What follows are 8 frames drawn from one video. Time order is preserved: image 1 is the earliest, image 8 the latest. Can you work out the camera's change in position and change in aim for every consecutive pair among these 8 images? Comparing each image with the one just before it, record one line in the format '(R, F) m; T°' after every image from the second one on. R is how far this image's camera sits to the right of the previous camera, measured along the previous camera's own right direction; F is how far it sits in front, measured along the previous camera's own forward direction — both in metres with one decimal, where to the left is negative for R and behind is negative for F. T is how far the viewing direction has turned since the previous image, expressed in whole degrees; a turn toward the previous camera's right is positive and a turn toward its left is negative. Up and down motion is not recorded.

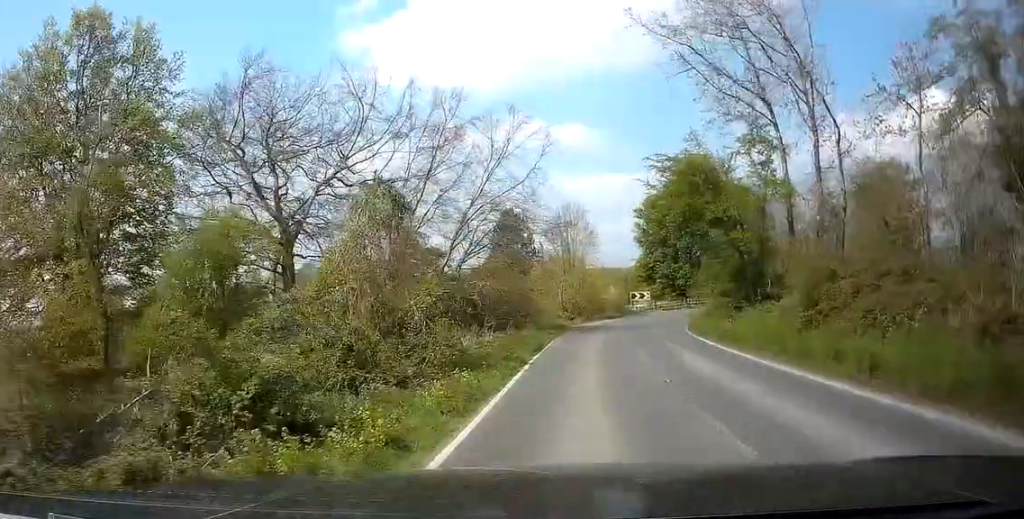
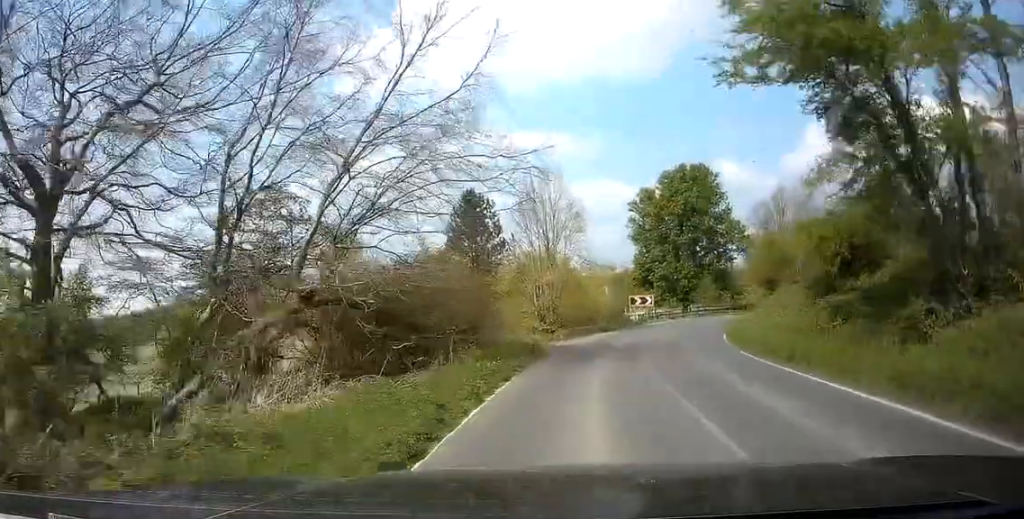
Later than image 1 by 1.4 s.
(+0.5, +14.4) m; +4°
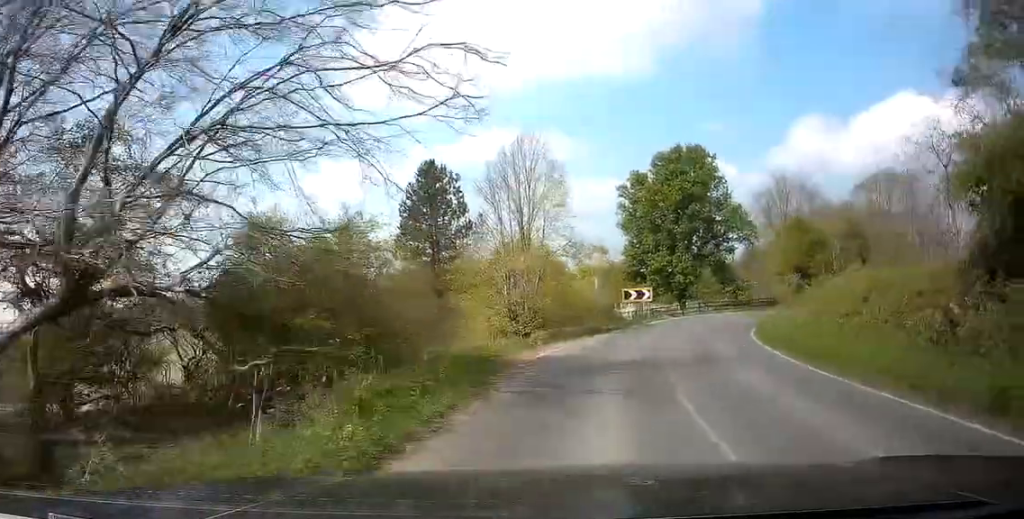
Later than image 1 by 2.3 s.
(+0.1, +8.6) m; +3°
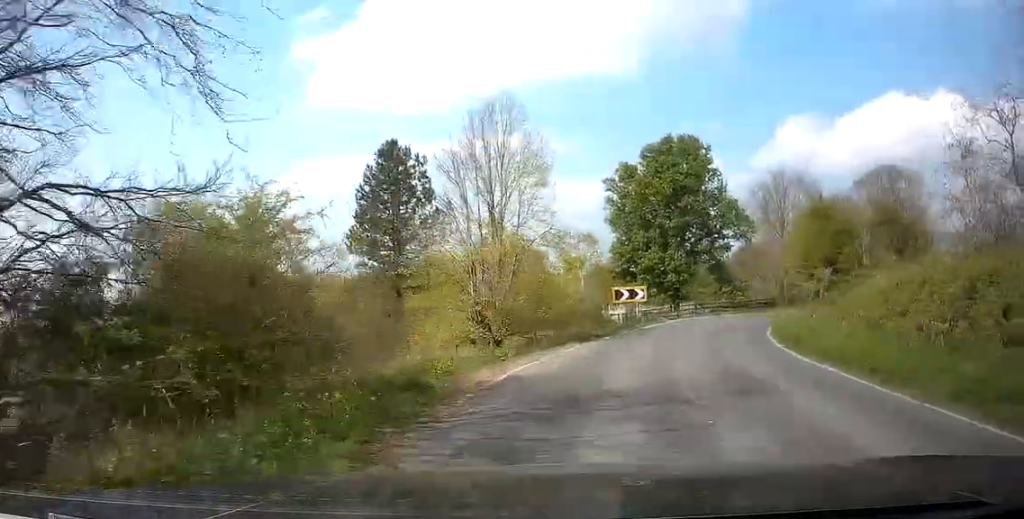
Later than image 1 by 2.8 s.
(+0.2, +5.4) m; +2°
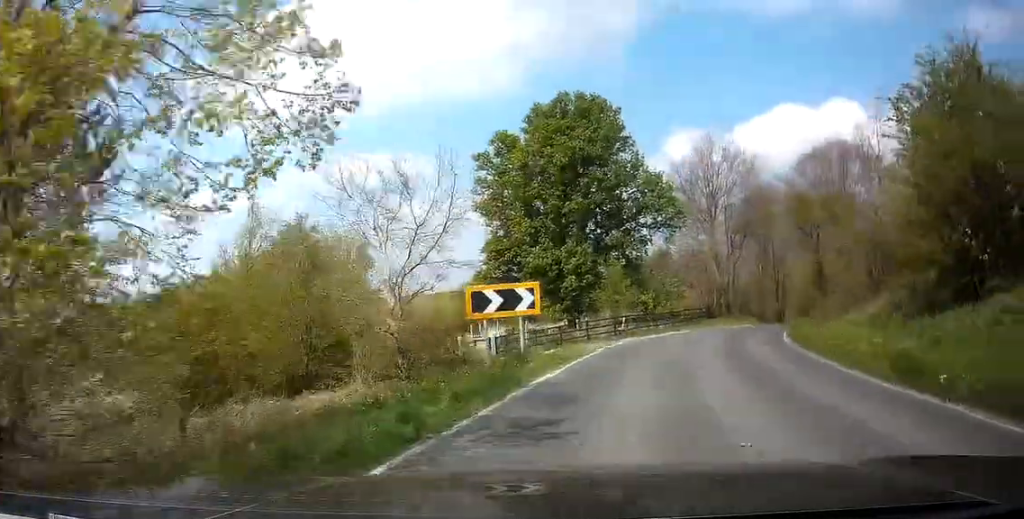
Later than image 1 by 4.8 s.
(+0.8, +20.9) m; +7°
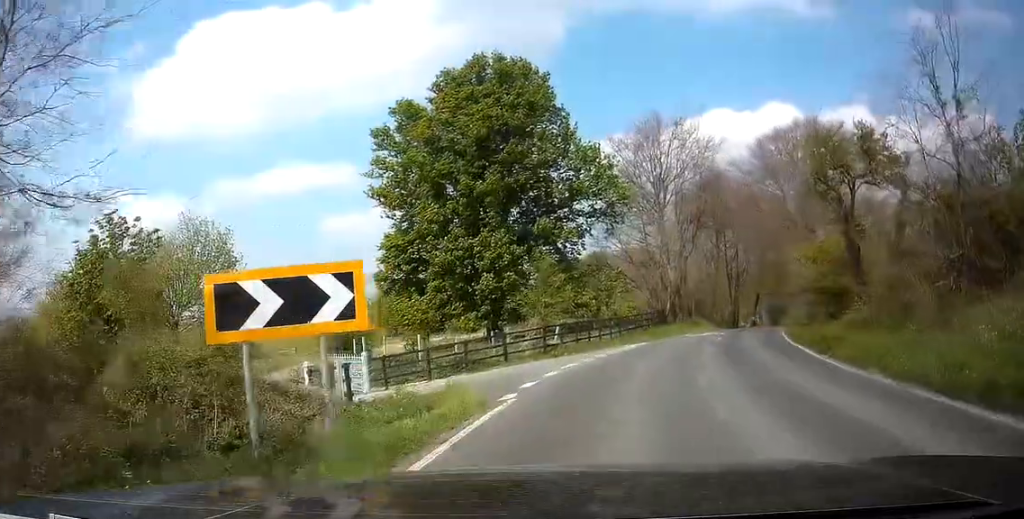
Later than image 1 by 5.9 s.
(+0.9, +11.2) m; +7°
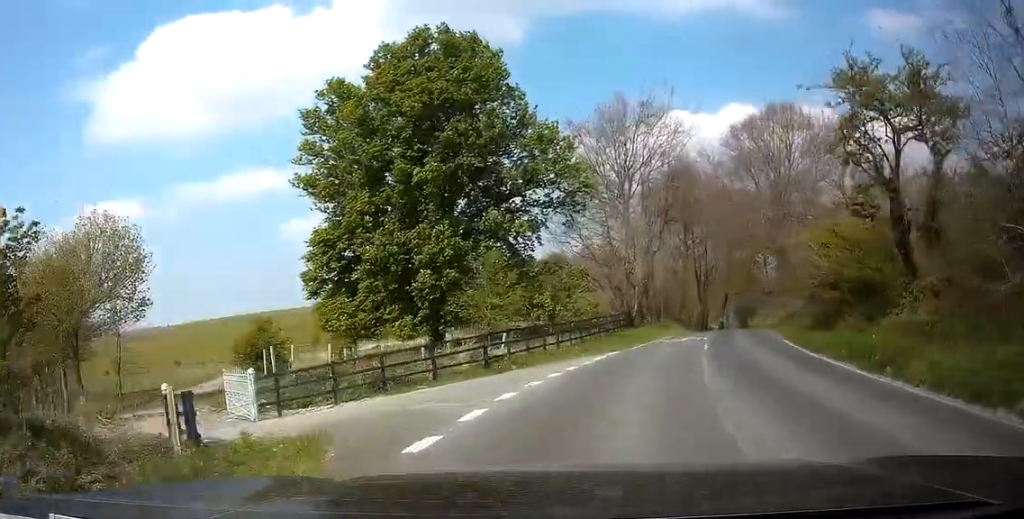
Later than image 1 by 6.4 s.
(+0.1, +5.6) m; +1°
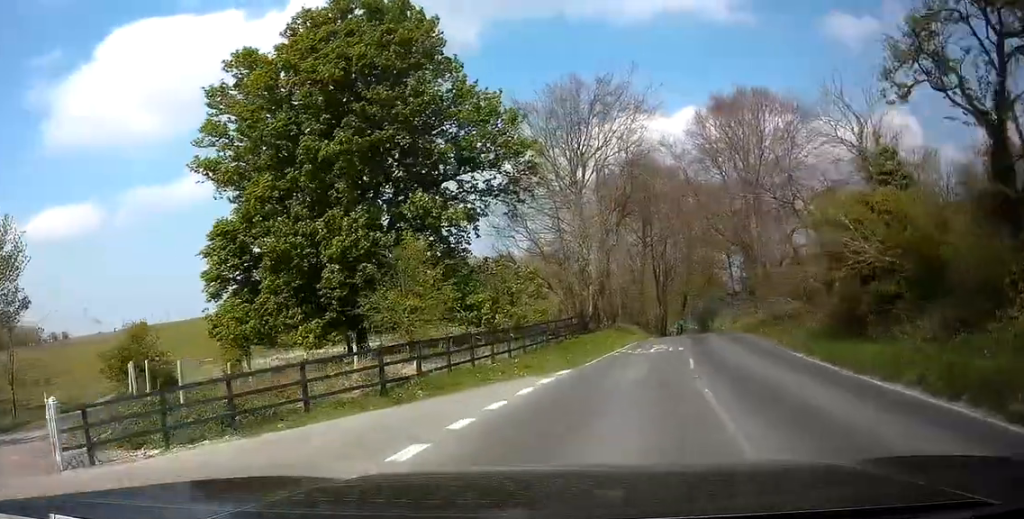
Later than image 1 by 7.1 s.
(+0.1, +6.3) m; 0°
